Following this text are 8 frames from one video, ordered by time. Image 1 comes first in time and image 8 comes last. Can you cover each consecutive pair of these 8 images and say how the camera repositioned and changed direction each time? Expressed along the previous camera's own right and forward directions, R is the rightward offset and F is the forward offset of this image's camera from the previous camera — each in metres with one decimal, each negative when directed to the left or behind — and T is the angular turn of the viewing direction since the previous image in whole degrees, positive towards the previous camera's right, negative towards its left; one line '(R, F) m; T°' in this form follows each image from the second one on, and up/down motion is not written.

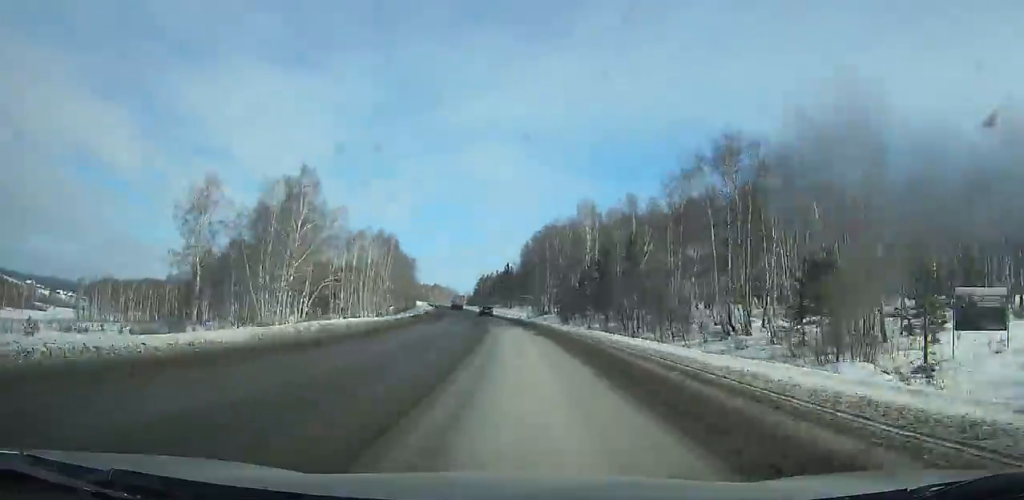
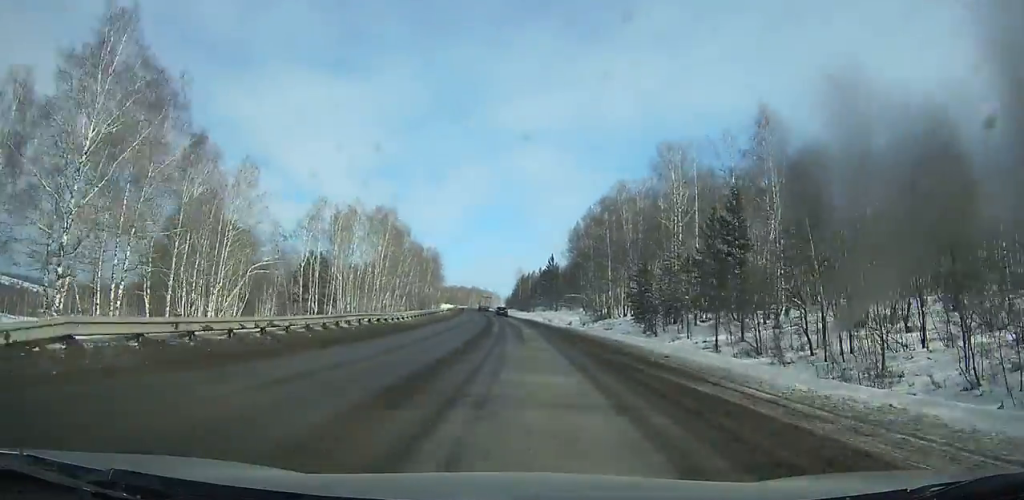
(-0.9, +38.0) m; -3°
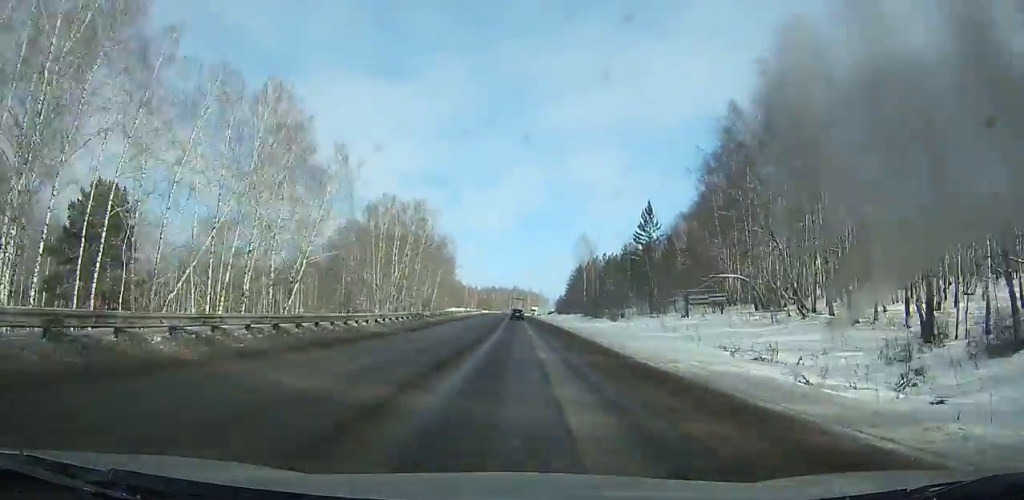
(-4.7, +80.3) m; -5°
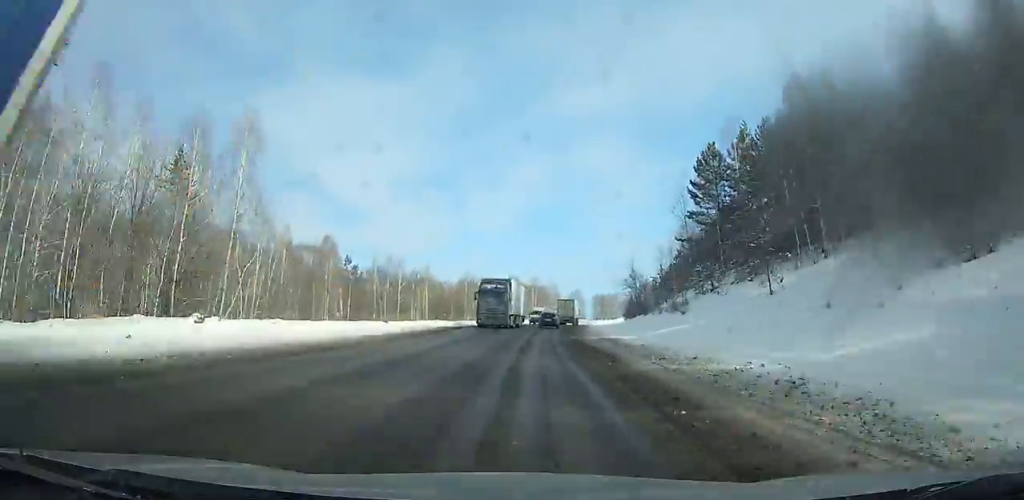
(-2.9, +133.3) m; 0°
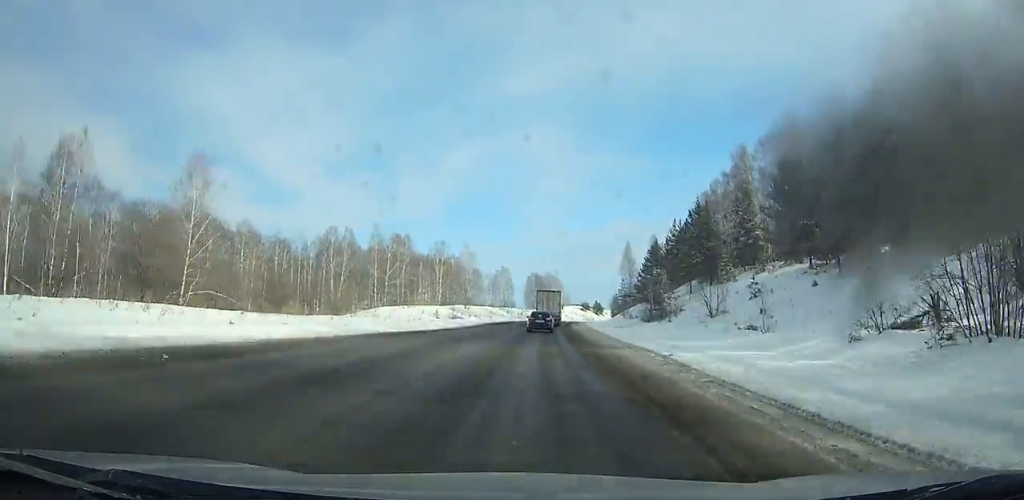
(+4.4, +90.9) m; +6°
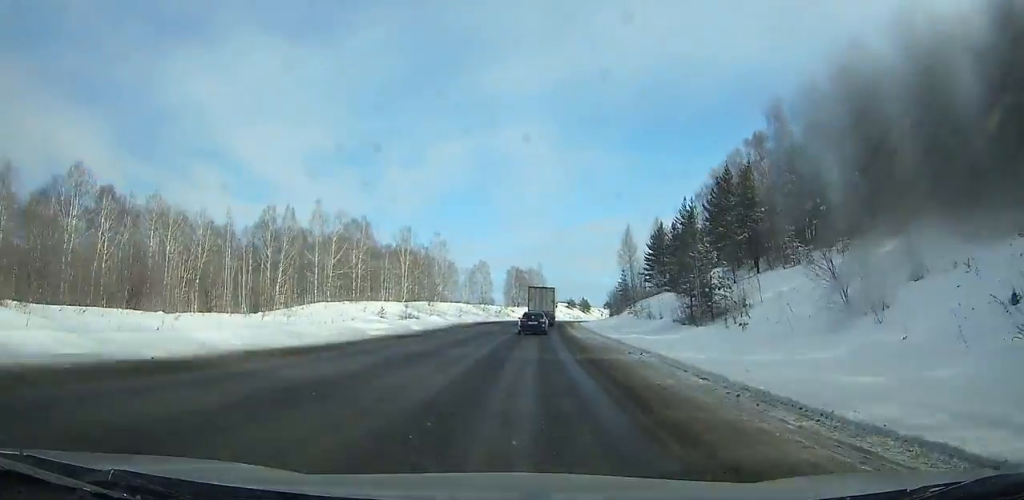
(+0.6, +21.6) m; +1°
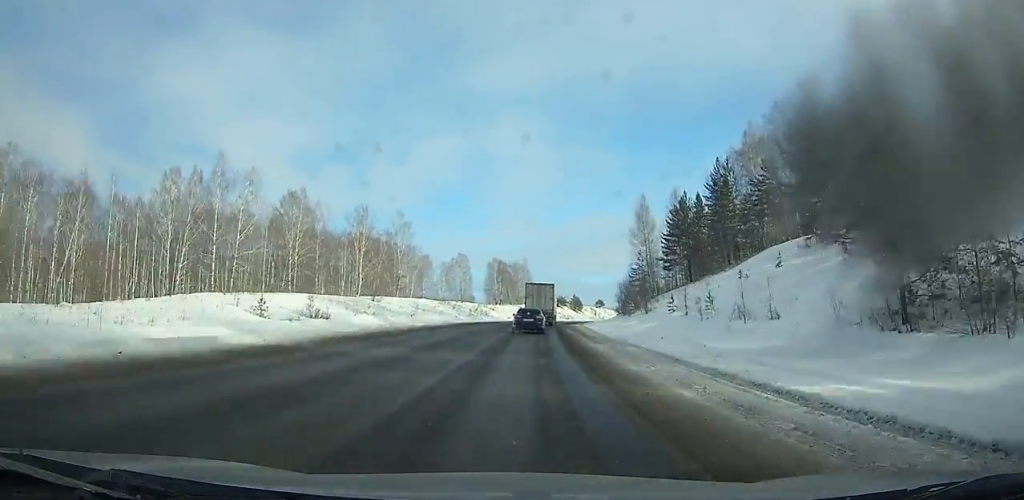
(+0.4, +27.7) m; +2°
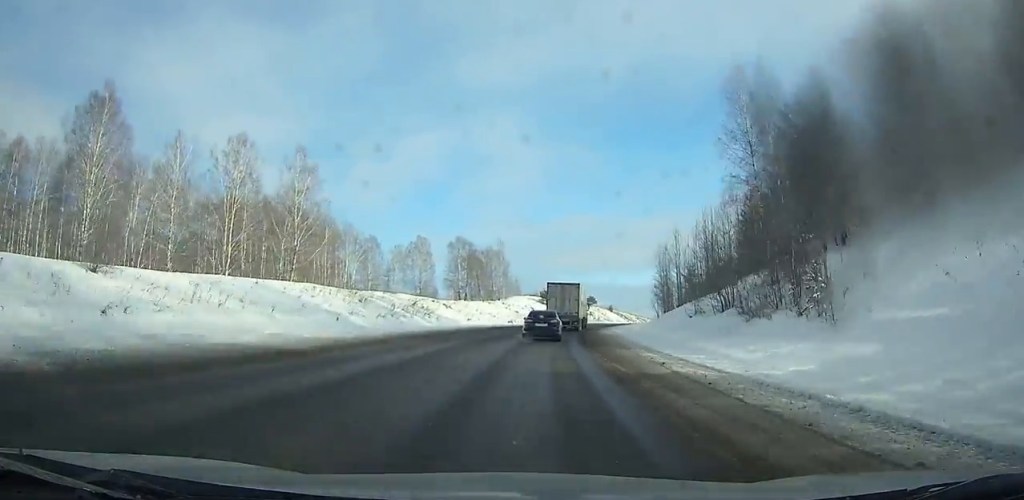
(+1.3, +45.4) m; +4°
